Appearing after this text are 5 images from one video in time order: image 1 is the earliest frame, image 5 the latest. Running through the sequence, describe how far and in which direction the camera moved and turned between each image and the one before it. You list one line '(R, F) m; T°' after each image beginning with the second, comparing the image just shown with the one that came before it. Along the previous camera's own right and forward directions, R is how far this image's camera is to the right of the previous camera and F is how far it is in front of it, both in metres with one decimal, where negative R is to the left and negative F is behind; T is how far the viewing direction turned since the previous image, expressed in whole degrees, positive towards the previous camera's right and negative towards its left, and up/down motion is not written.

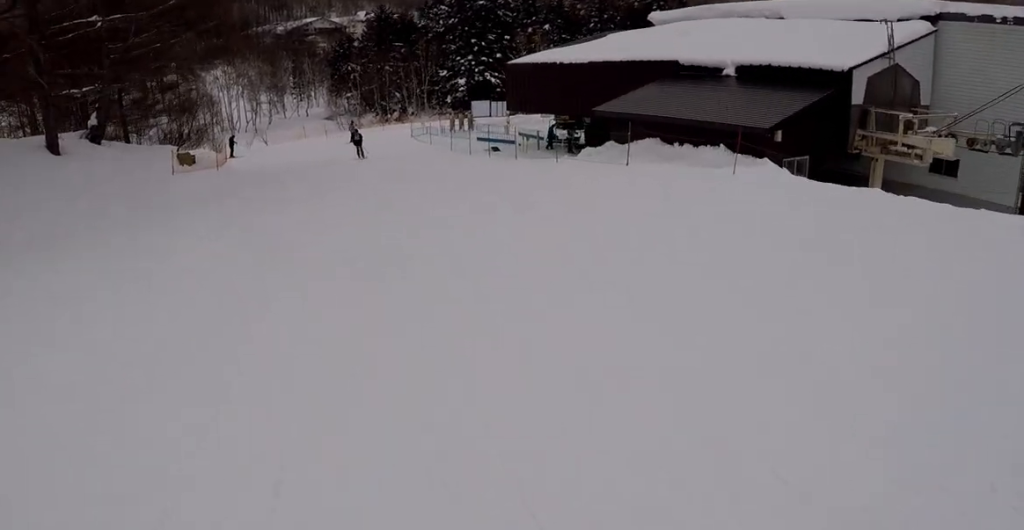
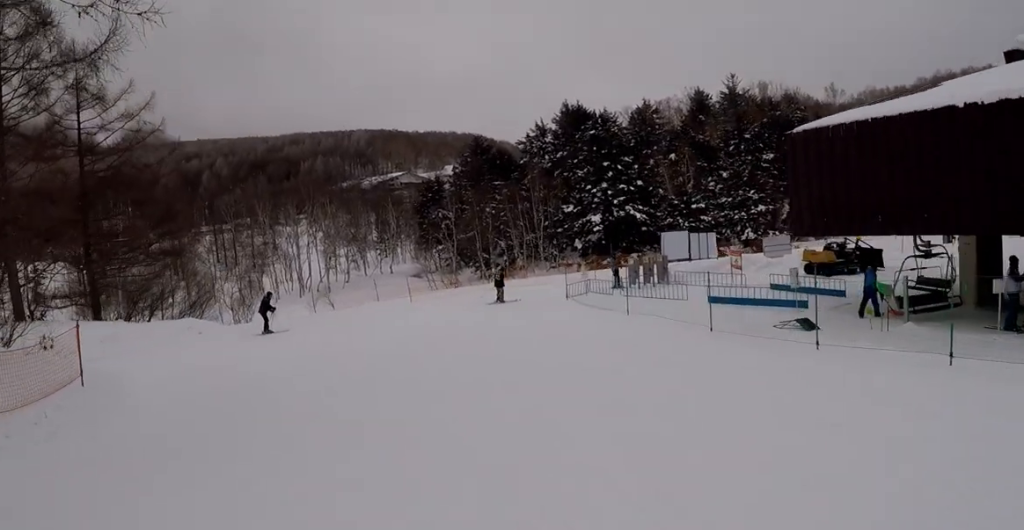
(+0.4, +23.0) m; +1°
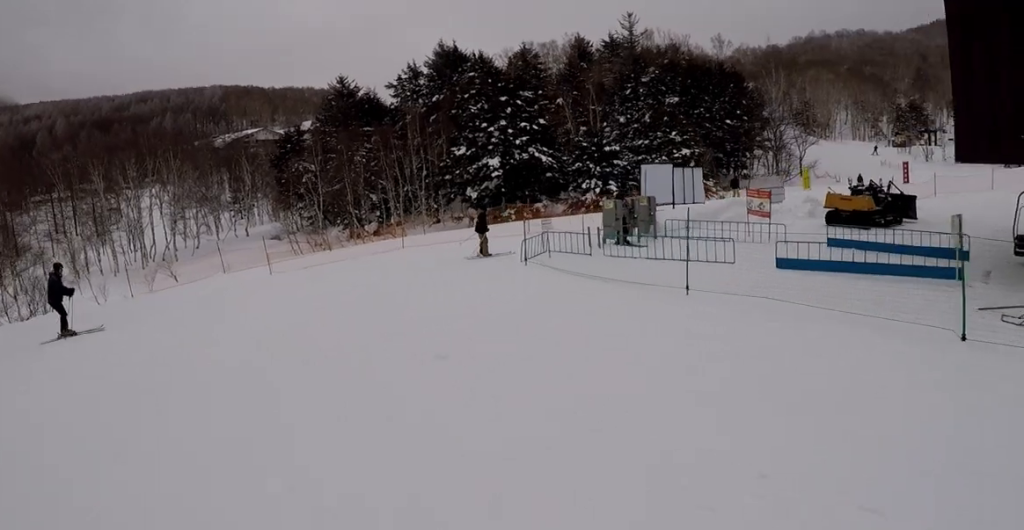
(0.0, +9.1) m; +4°
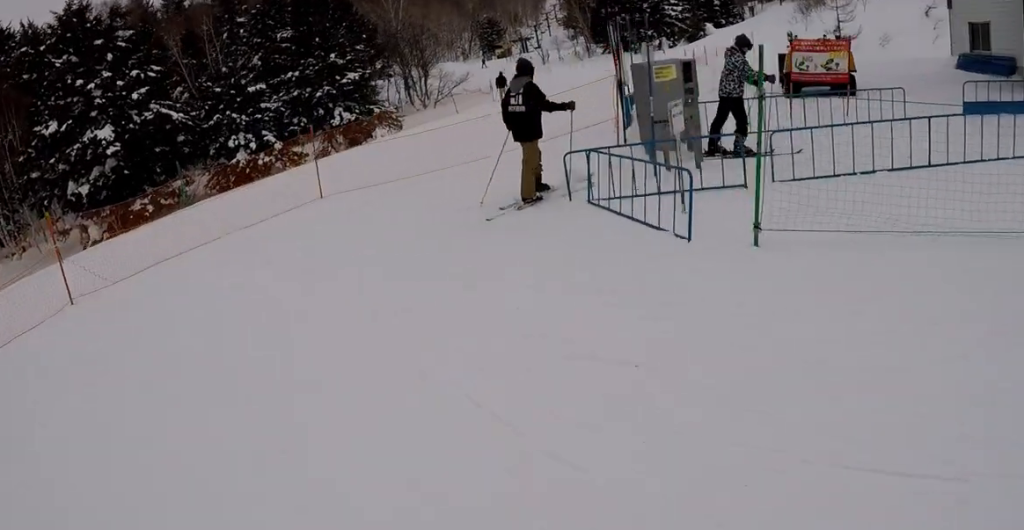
(+2.3, +10.4) m; +33°
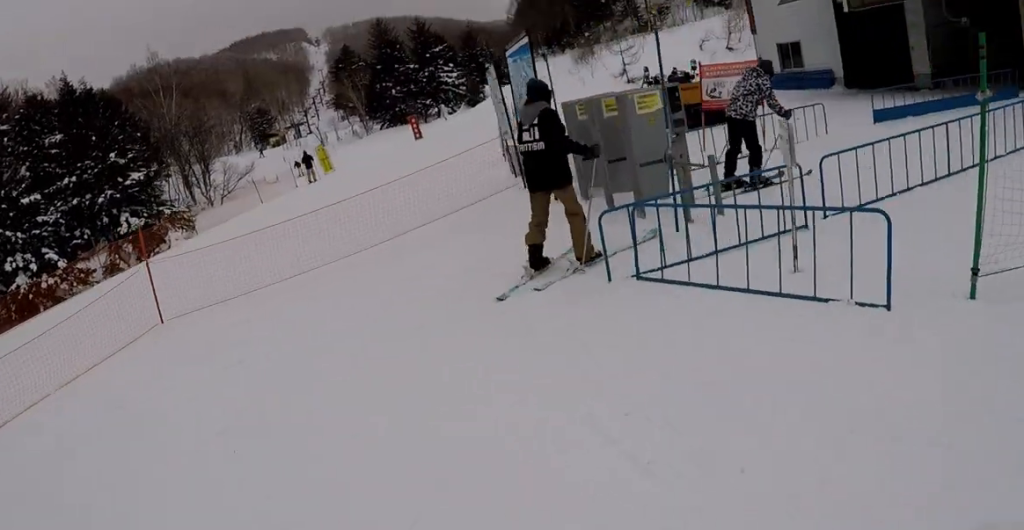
(0.0, +2.4) m; +15°
